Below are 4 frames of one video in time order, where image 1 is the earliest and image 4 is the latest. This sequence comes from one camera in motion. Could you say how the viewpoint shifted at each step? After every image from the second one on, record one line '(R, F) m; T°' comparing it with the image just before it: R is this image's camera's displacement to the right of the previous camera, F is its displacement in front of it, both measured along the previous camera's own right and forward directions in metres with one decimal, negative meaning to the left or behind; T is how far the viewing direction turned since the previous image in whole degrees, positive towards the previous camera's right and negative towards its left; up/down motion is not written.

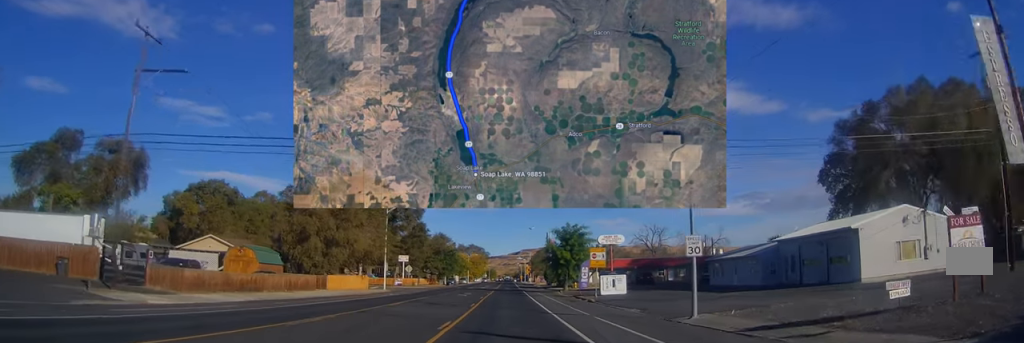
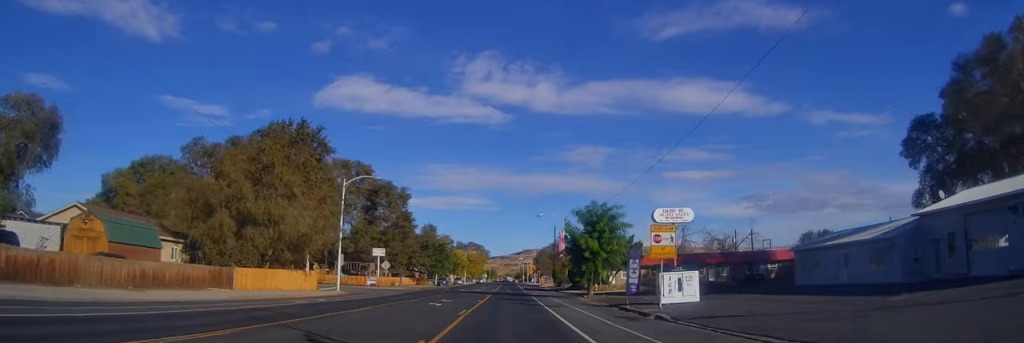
(0.0, +18.6) m; 0°
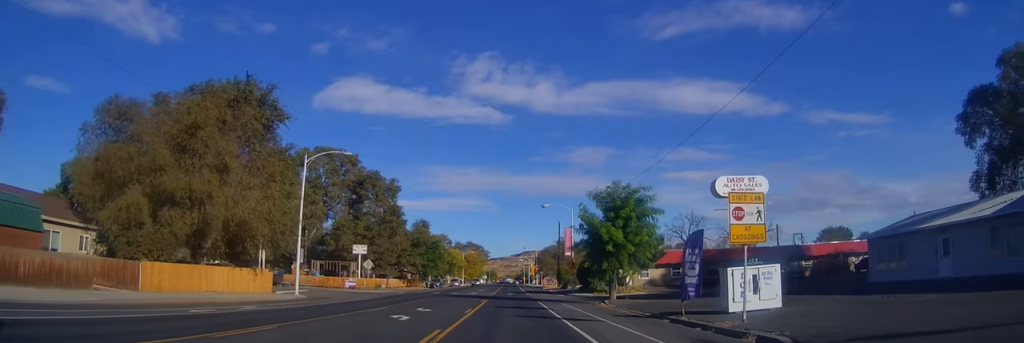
(0.0, +9.4) m; -2°
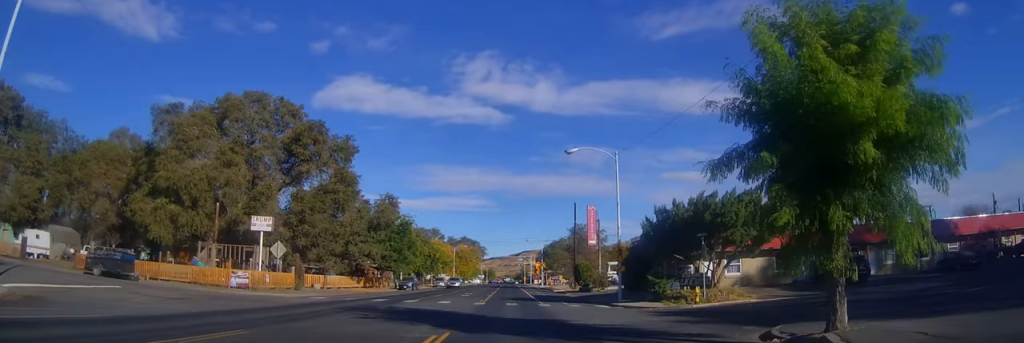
(-0.5, +25.5) m; +1°
